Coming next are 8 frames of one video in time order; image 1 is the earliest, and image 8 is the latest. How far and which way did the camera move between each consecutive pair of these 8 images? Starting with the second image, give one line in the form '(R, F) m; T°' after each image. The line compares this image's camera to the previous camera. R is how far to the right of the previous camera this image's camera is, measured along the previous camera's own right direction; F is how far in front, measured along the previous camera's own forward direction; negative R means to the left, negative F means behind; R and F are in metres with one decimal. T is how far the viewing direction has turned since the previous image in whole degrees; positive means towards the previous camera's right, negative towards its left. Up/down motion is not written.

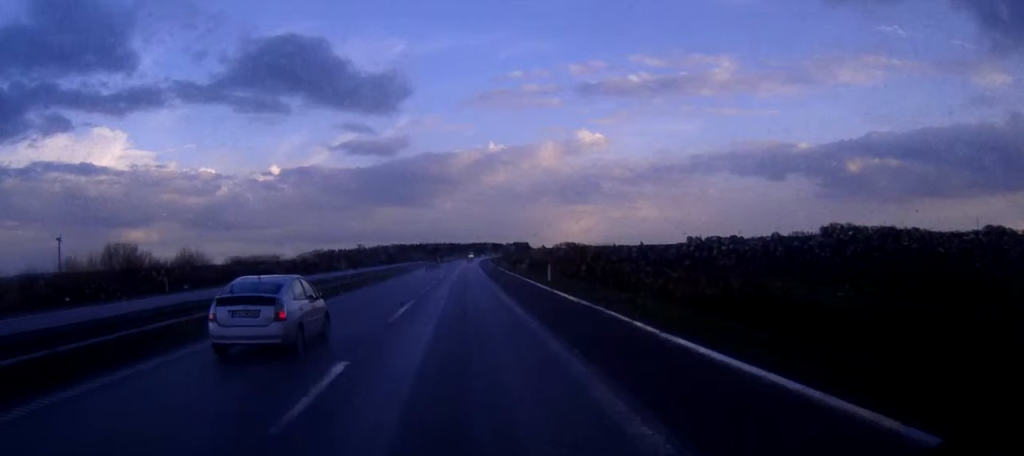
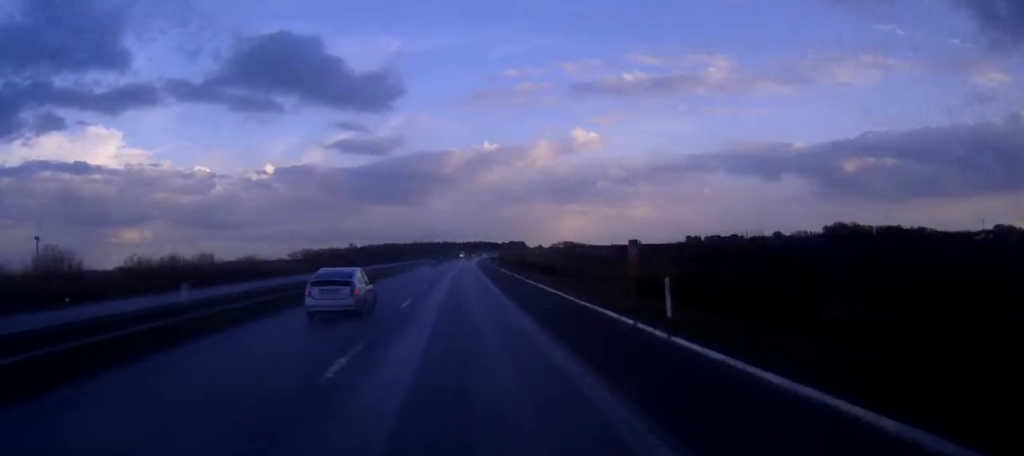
(+0.1, +26.8) m; 0°
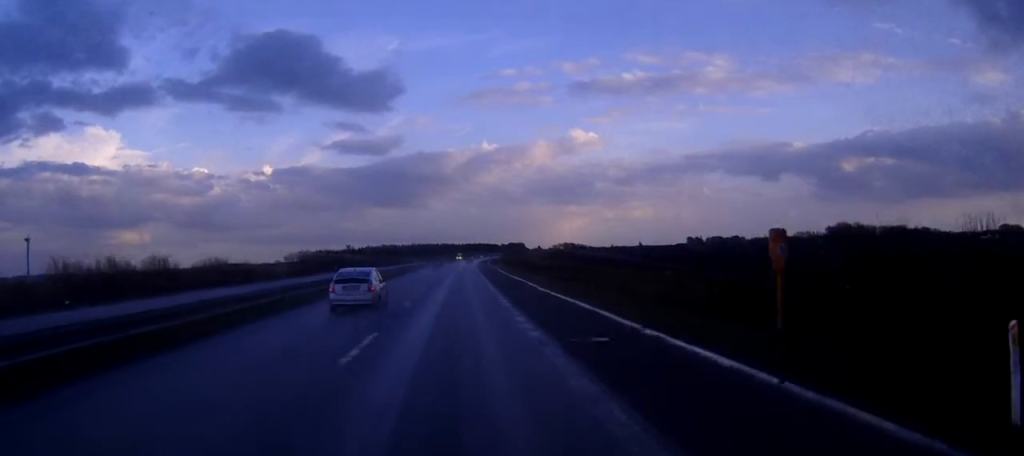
(0.0, +13.0) m; 0°
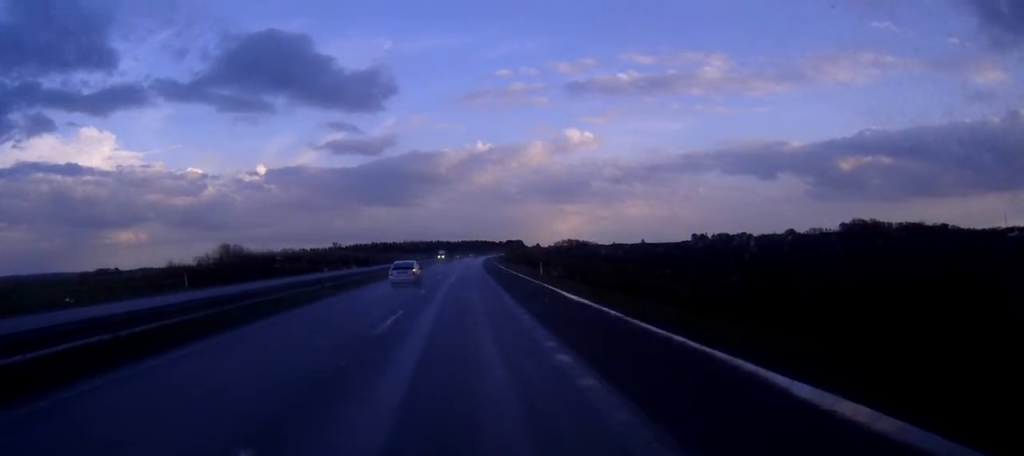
(+0.3, +55.4) m; +1°
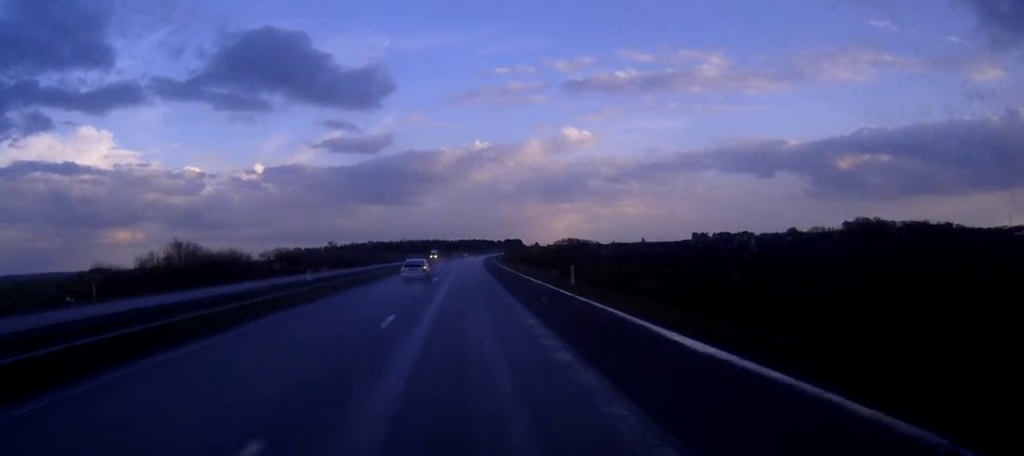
(0.0, +14.7) m; 0°
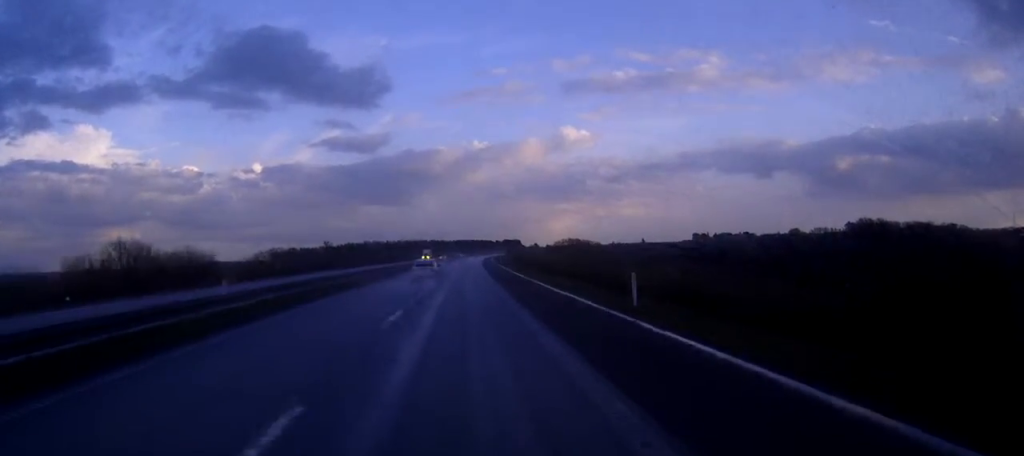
(0.0, +13.0) m; 0°
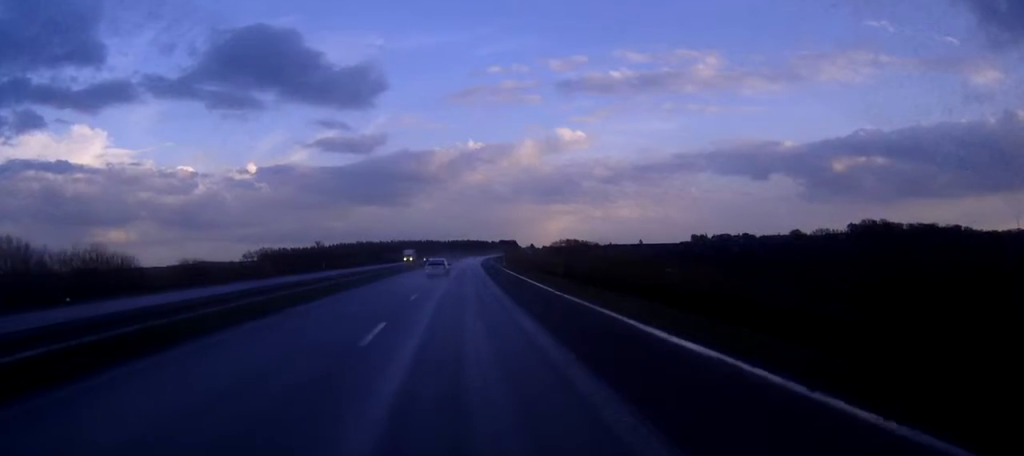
(+0.1, +19.1) m; 0°
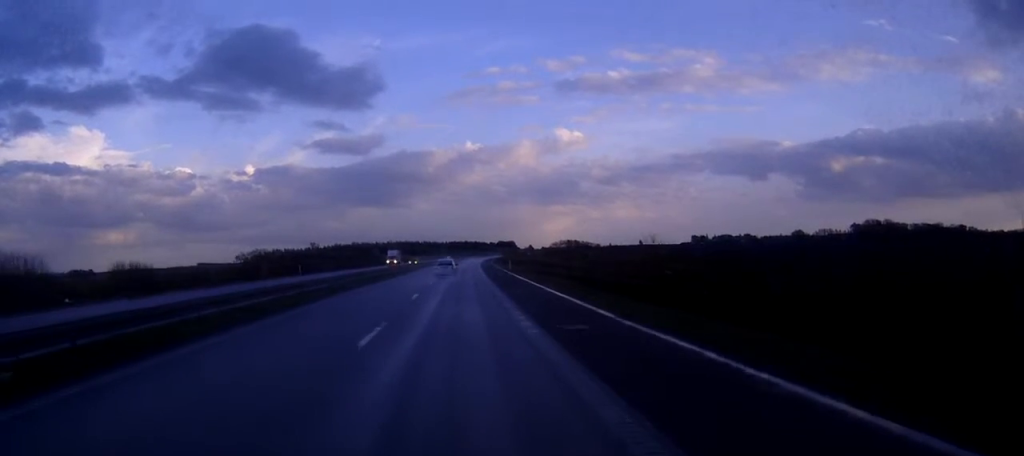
(0.0, +14.8) m; 0°
